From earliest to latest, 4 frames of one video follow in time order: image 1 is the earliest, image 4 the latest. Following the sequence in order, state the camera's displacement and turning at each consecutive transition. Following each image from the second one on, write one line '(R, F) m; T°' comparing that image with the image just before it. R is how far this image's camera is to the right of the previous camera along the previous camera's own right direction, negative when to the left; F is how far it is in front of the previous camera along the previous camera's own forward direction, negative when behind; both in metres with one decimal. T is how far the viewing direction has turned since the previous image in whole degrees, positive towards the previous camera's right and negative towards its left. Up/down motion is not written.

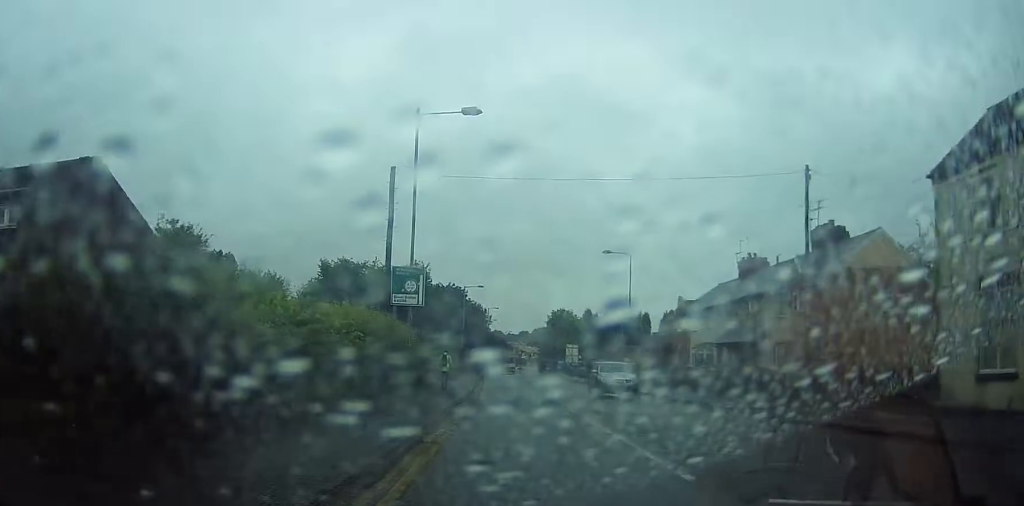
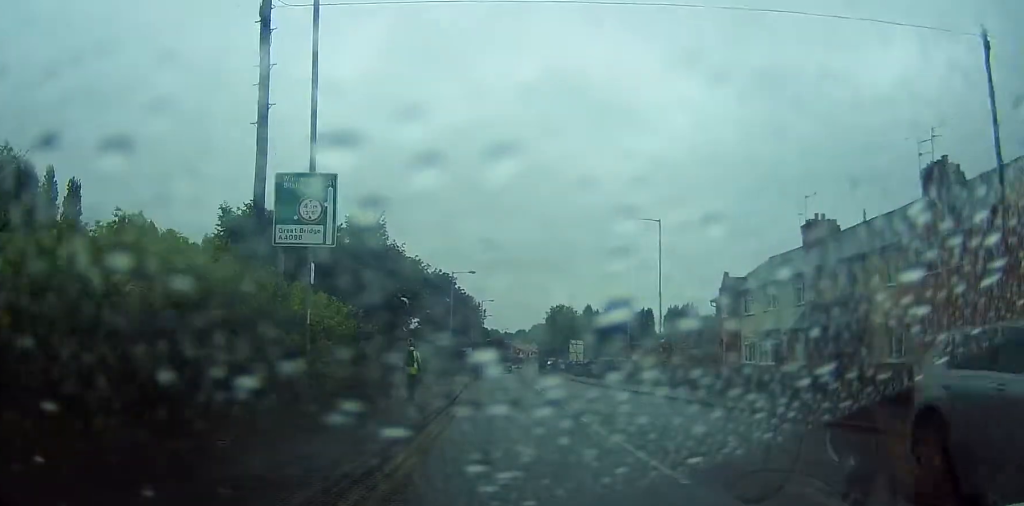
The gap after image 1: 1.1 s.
(-0.2, +12.2) m; +1°
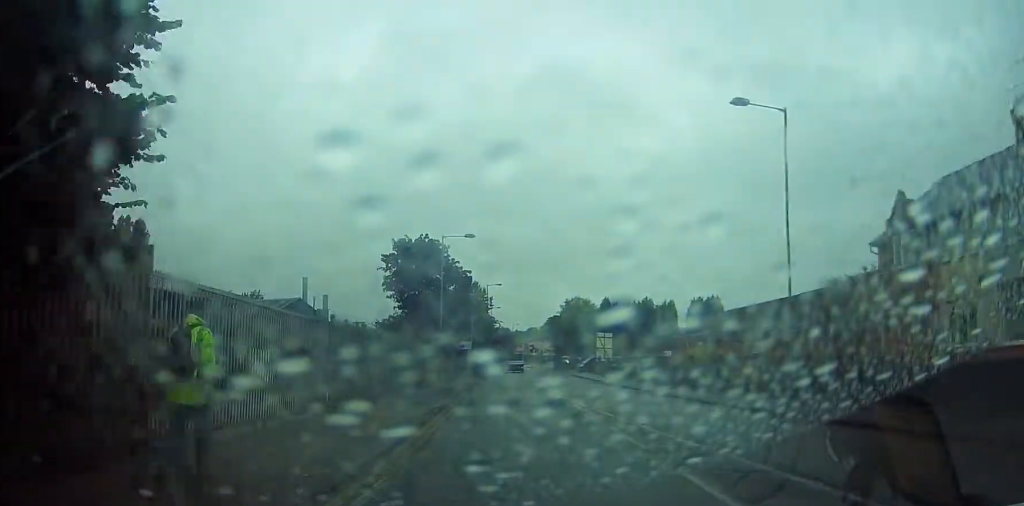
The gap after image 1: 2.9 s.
(+0.6, +19.0) m; +1°
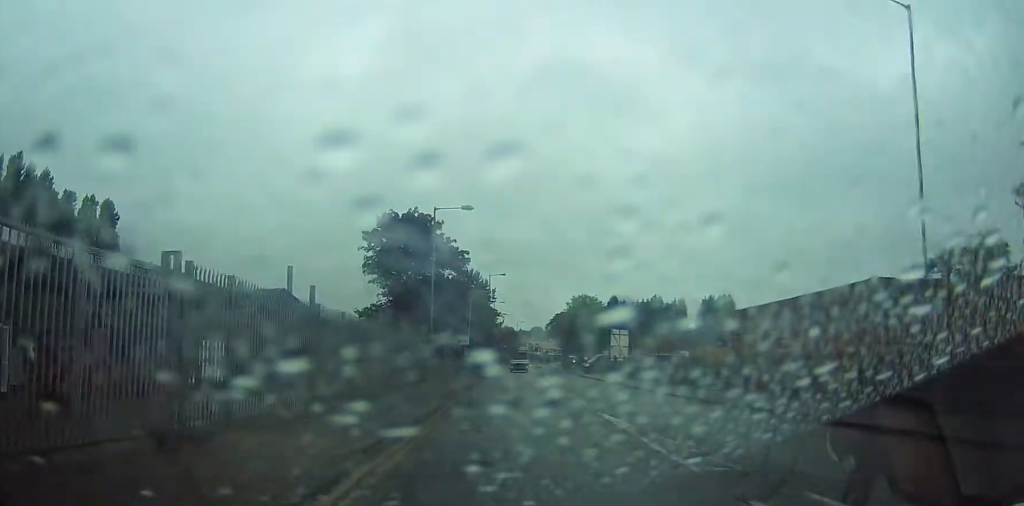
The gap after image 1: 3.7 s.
(+0.1, +8.4) m; -2°
